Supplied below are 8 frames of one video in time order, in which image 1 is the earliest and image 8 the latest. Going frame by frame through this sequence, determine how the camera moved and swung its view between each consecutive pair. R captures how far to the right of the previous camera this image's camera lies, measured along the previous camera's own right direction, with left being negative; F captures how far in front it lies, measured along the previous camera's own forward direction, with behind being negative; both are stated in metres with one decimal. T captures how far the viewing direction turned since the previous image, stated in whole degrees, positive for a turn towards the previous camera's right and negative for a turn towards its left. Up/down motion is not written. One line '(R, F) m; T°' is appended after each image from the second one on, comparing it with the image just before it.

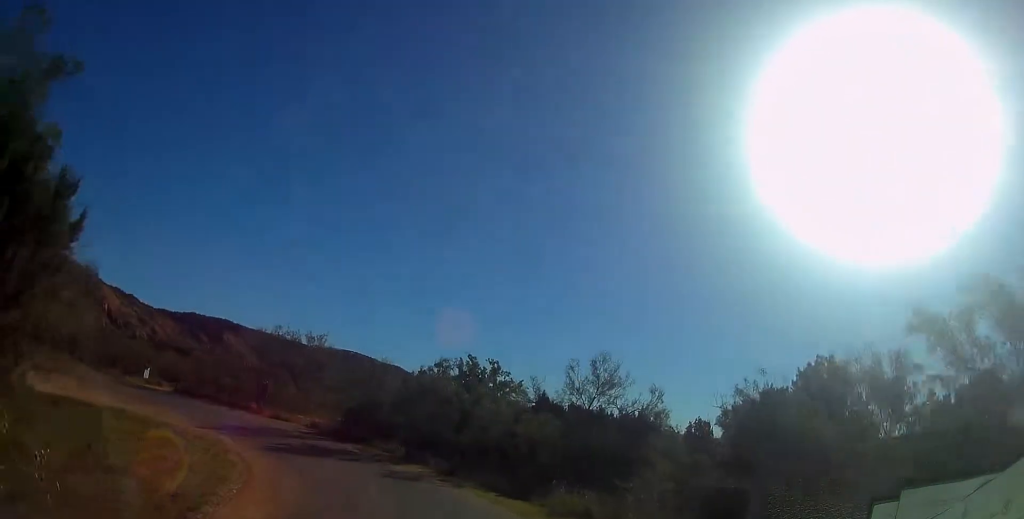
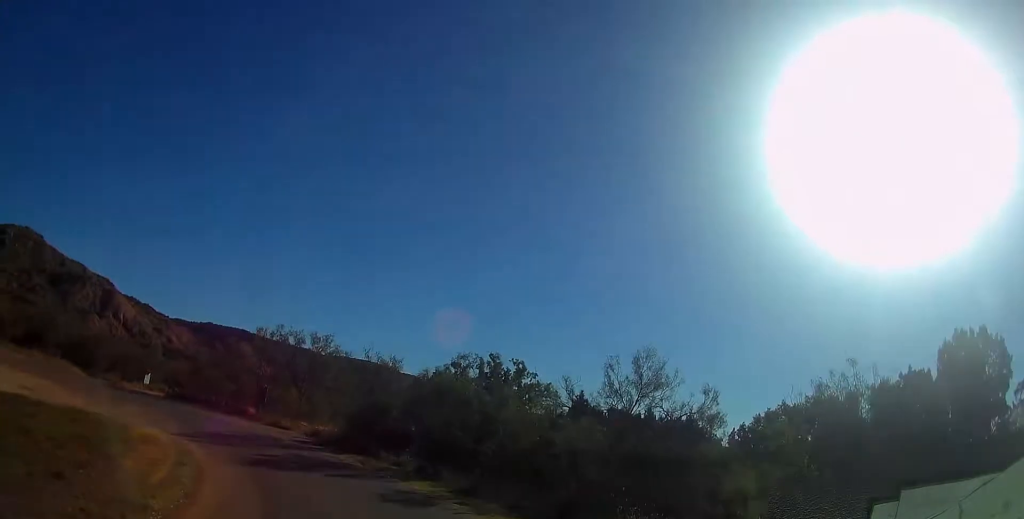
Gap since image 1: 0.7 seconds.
(-0.1, +3.8) m; -2°
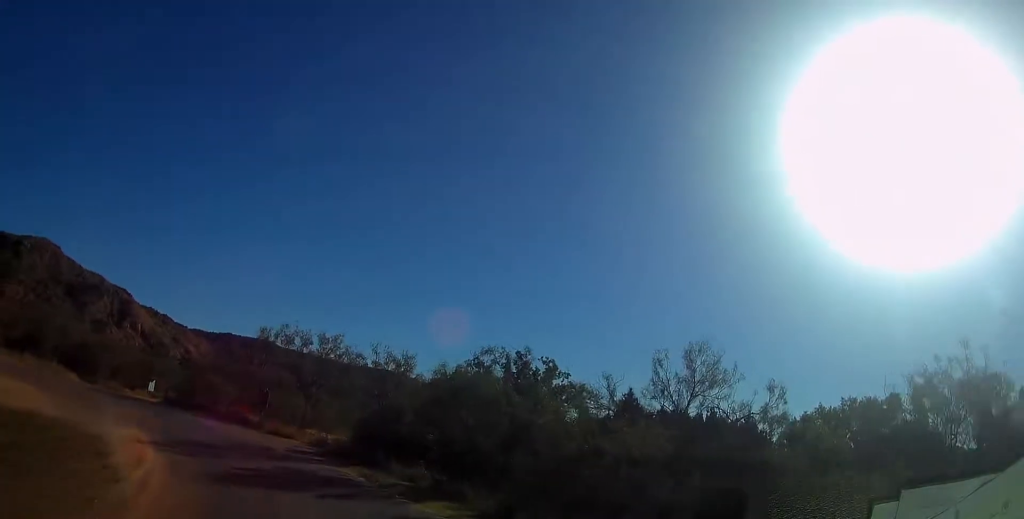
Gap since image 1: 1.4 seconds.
(0.0, +3.6) m; -2°
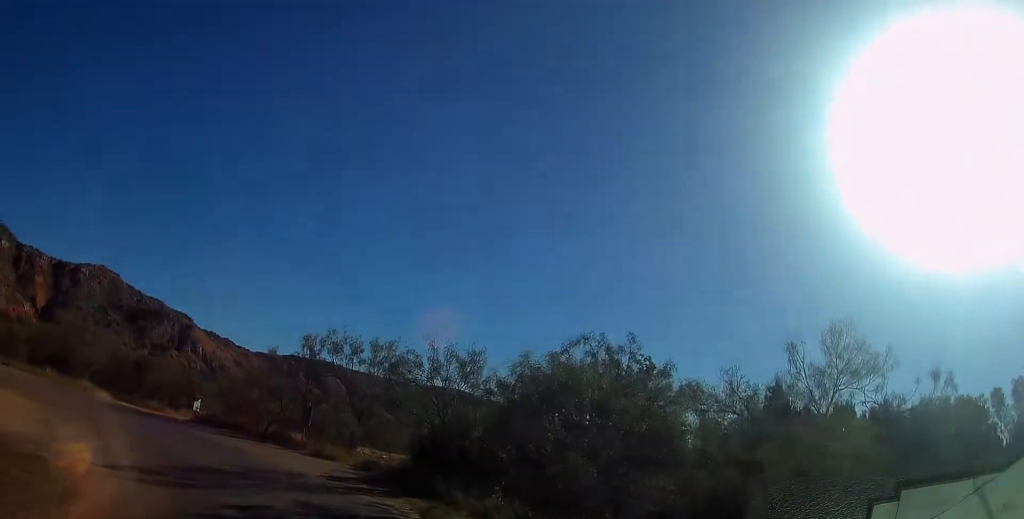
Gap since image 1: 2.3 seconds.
(0.0, +5.0) m; -10°
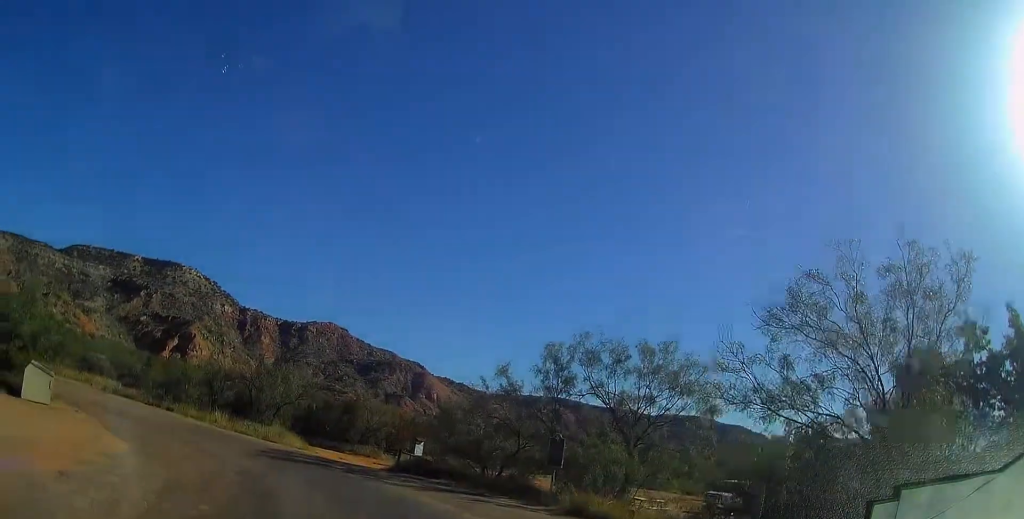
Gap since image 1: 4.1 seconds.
(-1.9, +9.4) m; -21°
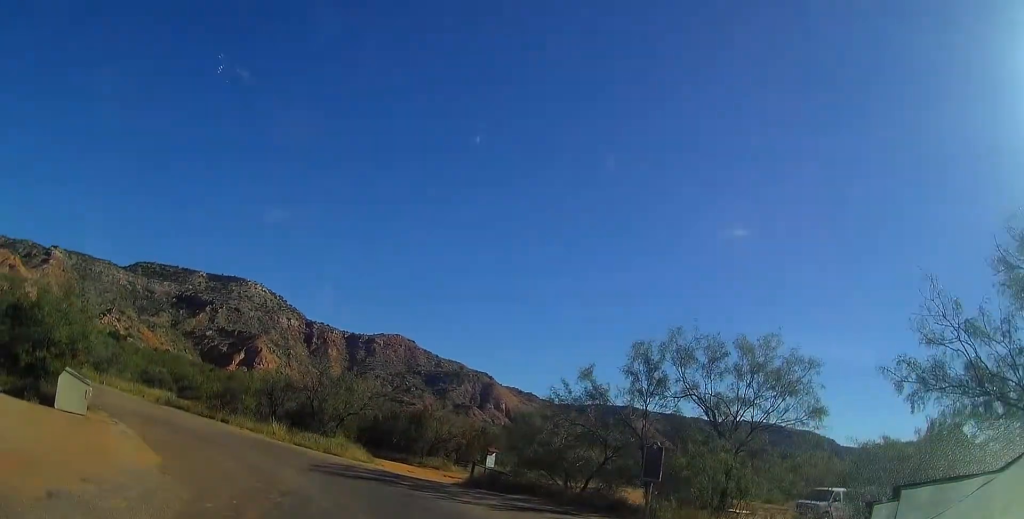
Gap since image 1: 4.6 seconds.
(-0.2, +2.5) m; -6°
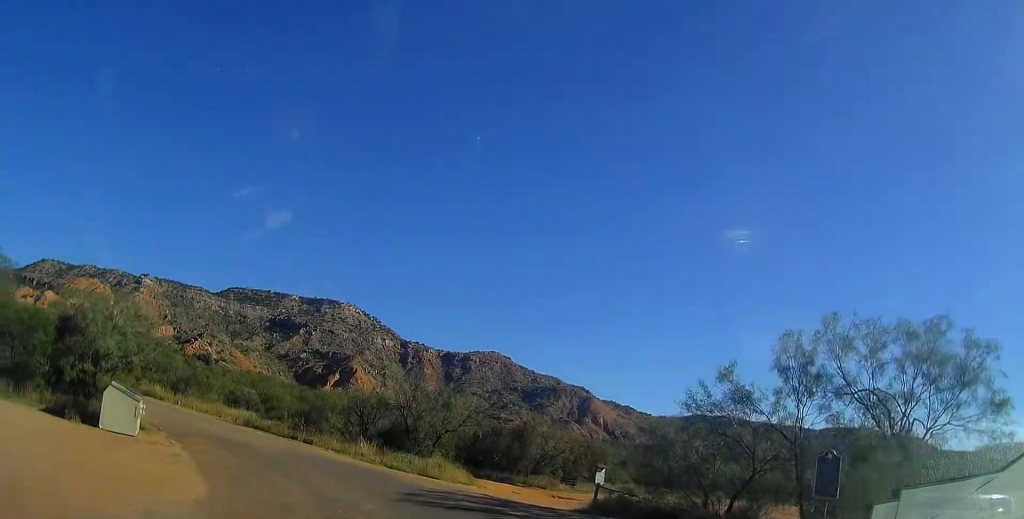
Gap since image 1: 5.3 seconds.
(-0.4, +3.6) m; -9°
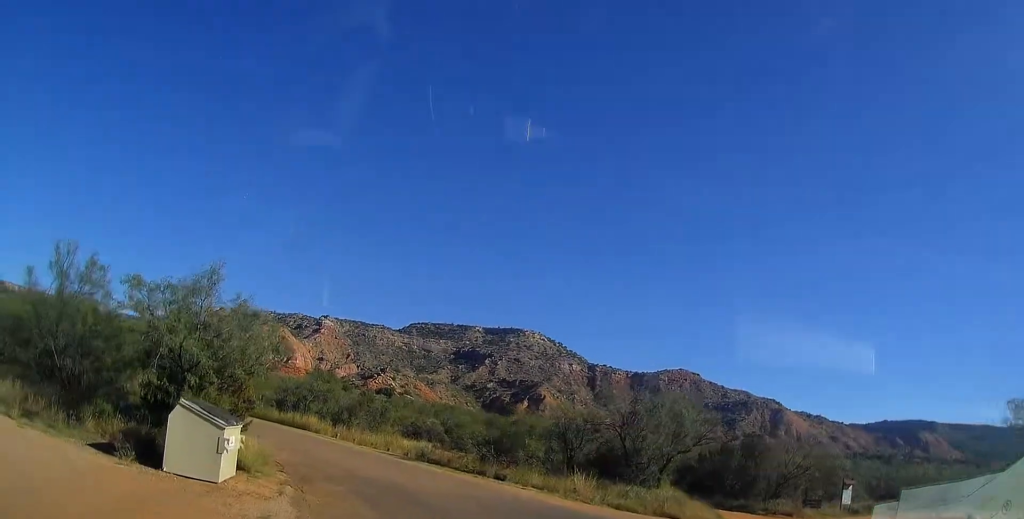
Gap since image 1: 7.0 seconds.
(-1.0, +7.5) m; -12°
